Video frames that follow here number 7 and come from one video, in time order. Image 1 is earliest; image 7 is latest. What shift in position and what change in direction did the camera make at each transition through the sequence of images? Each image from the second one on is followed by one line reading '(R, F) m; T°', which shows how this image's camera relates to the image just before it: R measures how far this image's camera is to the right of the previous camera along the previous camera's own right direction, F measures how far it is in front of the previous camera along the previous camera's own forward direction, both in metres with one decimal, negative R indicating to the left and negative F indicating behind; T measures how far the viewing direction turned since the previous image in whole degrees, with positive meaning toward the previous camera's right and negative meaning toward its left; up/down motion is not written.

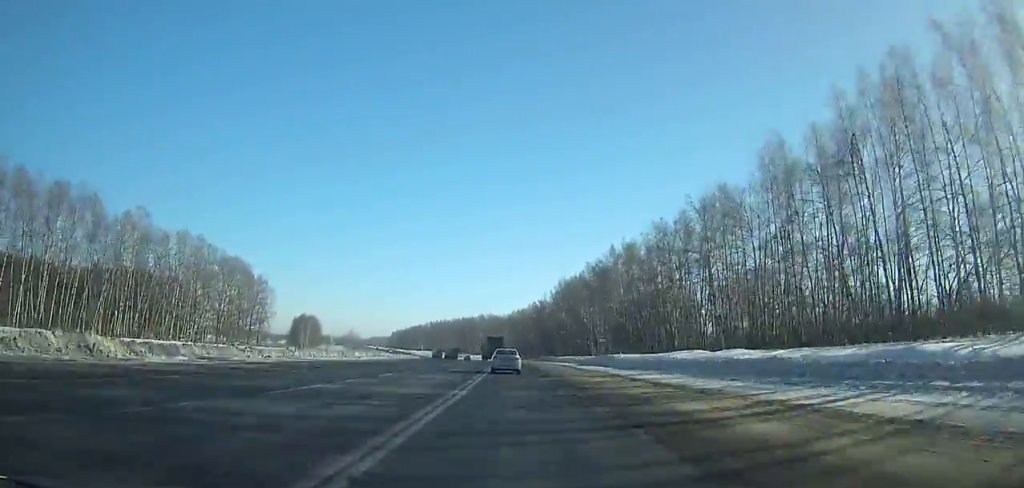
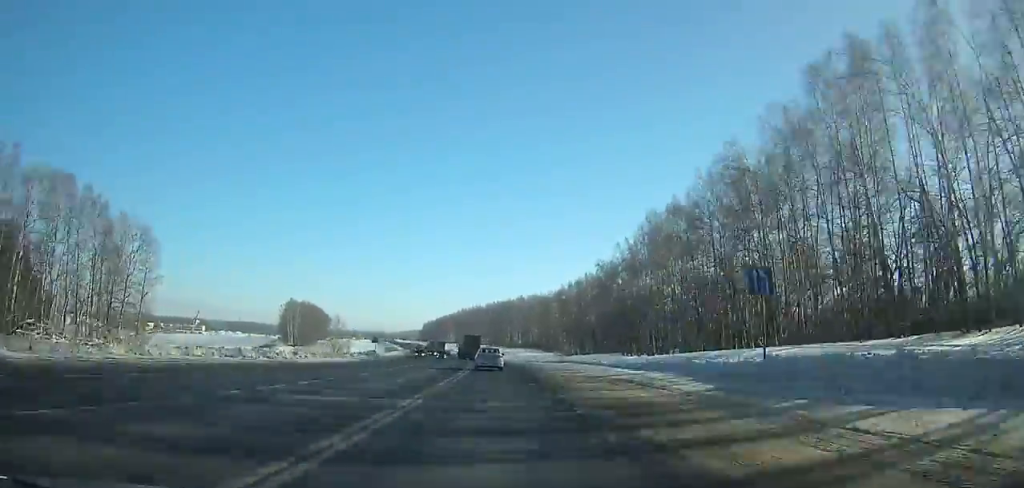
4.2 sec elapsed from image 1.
(-3.2, +87.1) m; -6°
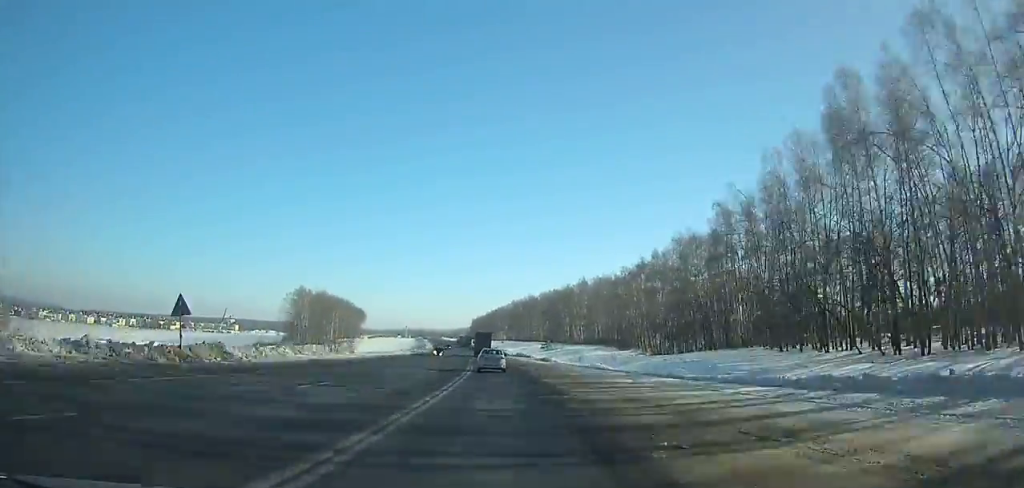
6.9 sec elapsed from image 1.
(-2.2, +57.4) m; -5°
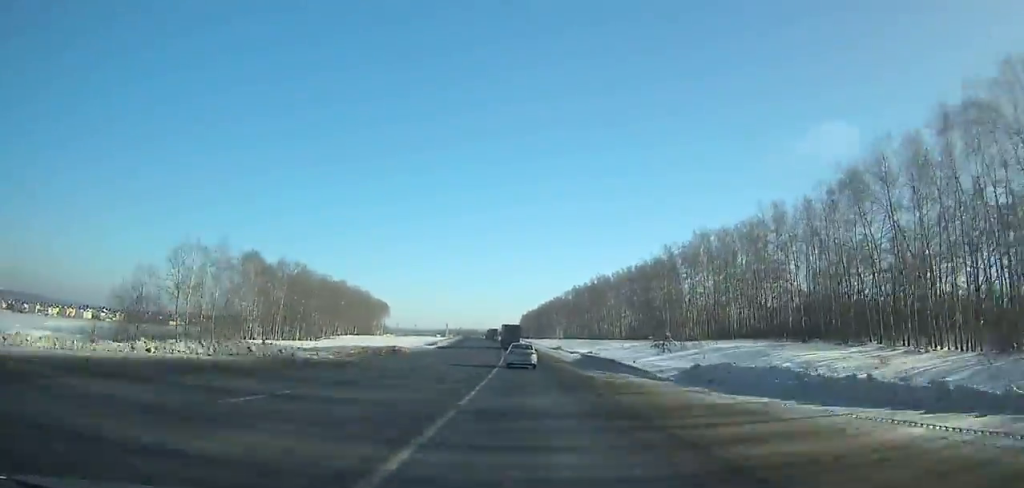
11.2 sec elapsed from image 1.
(-4.5, +92.8) m; -4°
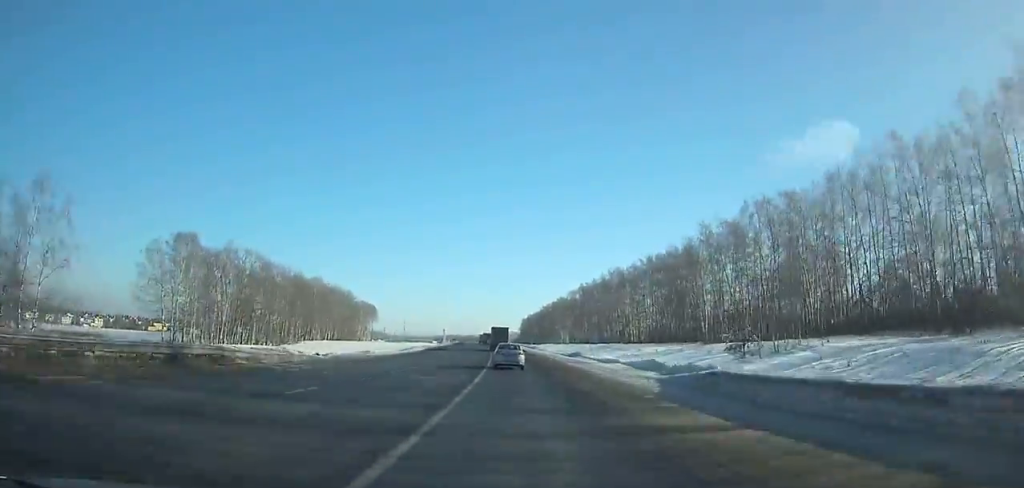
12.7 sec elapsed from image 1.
(+0.1, +32.5) m; -1°
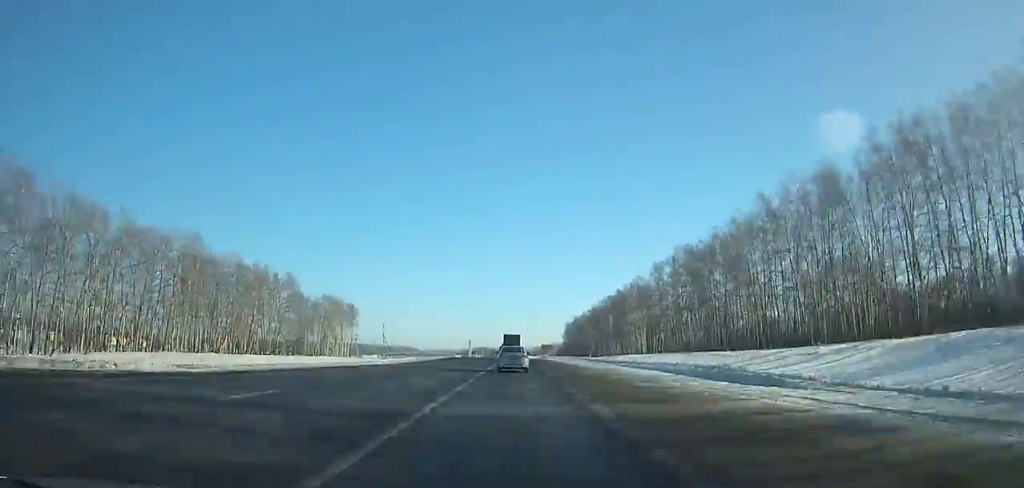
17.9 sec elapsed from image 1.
(-2.8, +111.7) m; -2°
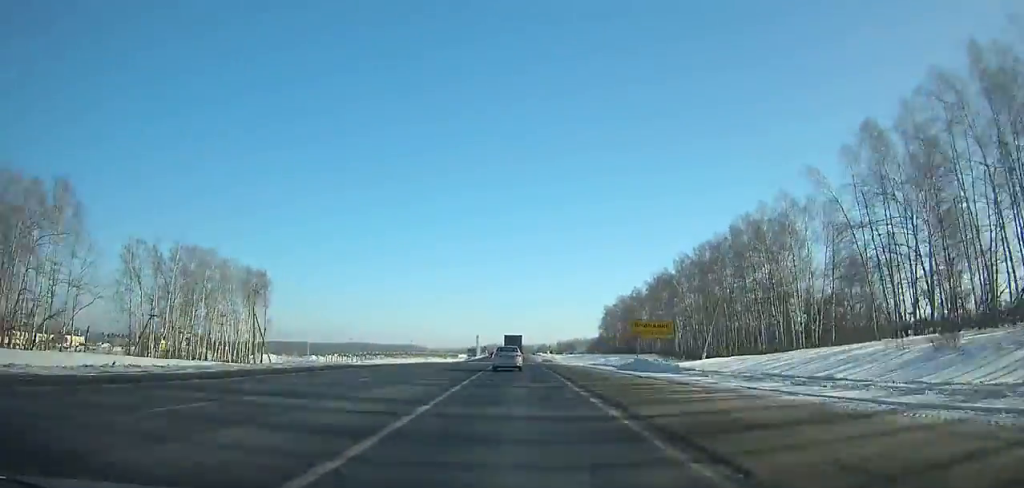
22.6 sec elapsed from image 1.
(-1.7, +99.8) m; -2°
